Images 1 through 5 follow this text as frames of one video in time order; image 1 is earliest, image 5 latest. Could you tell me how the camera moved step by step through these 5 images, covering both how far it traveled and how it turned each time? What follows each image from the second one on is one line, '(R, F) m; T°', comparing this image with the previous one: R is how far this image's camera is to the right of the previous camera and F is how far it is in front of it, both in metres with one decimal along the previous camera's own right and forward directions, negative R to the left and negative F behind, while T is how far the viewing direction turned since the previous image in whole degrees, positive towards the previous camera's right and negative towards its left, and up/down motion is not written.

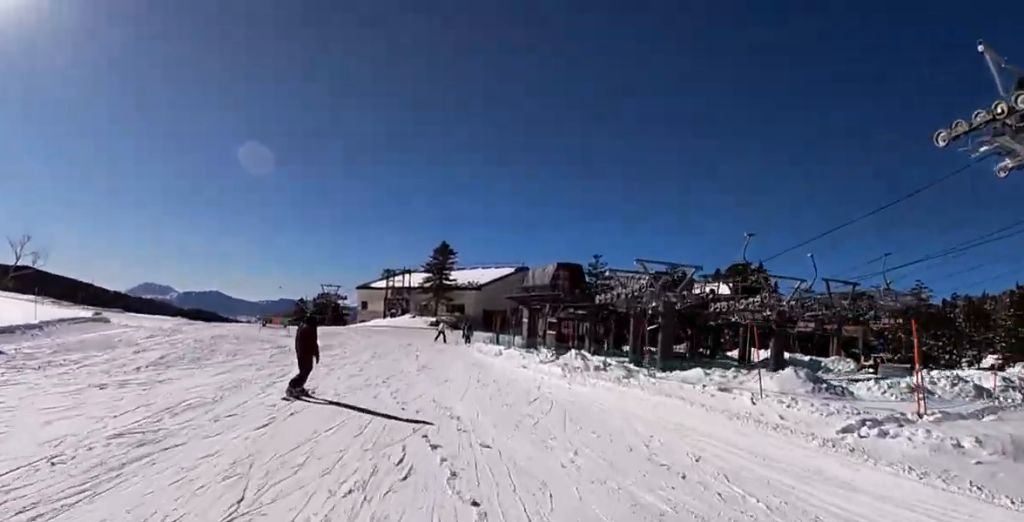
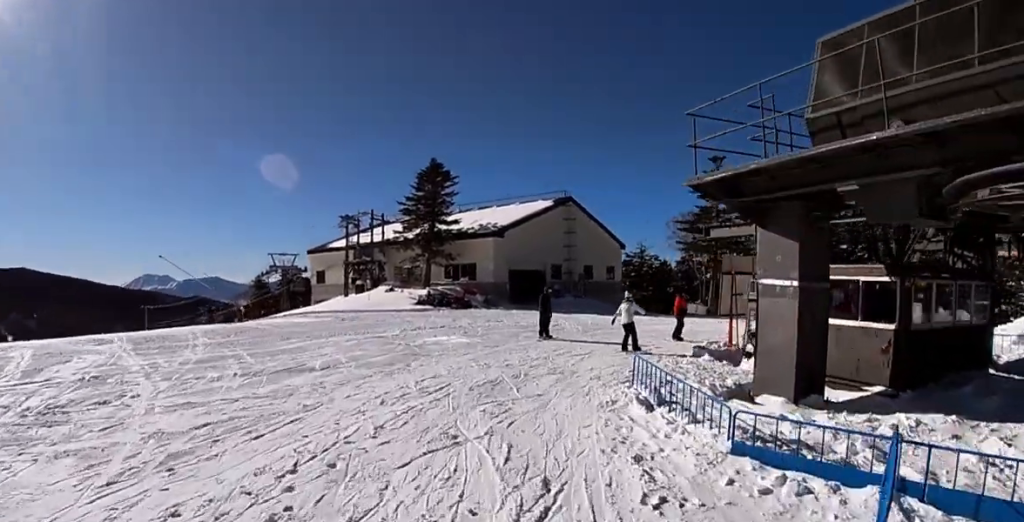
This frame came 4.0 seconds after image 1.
(-1.7, +29.8) m; -10°
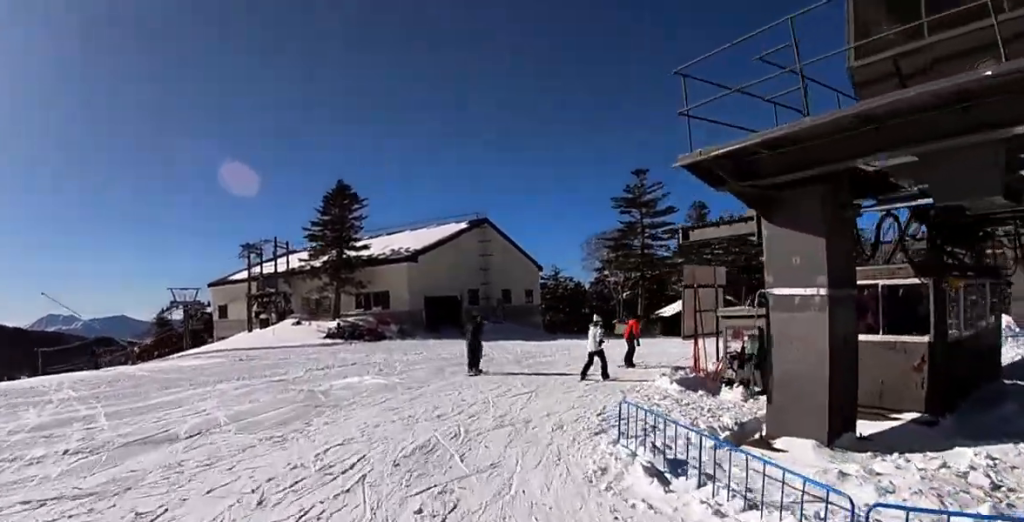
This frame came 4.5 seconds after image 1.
(0.0, +2.9) m; +3°
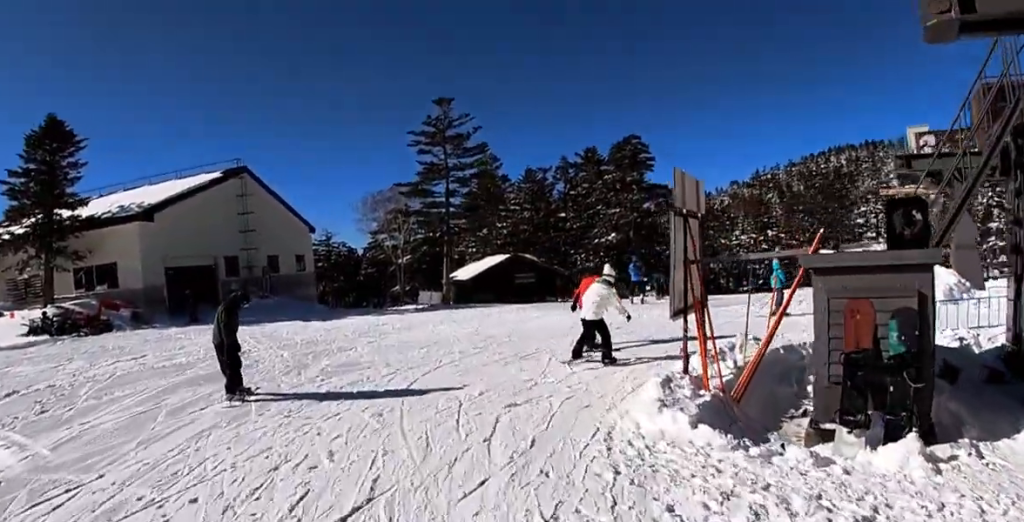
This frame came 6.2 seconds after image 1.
(+1.4, +7.6) m; +41°
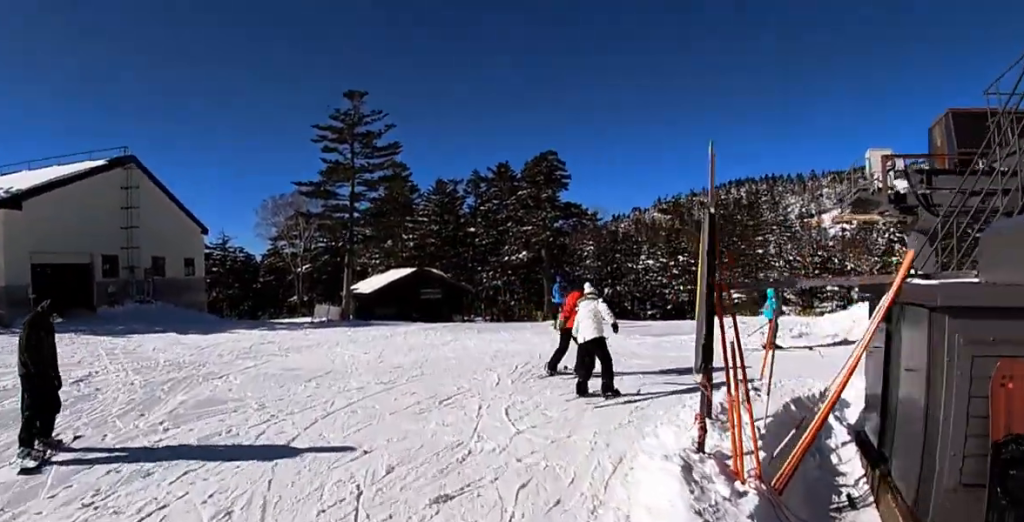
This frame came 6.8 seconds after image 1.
(+1.0, +2.4) m; +19°
